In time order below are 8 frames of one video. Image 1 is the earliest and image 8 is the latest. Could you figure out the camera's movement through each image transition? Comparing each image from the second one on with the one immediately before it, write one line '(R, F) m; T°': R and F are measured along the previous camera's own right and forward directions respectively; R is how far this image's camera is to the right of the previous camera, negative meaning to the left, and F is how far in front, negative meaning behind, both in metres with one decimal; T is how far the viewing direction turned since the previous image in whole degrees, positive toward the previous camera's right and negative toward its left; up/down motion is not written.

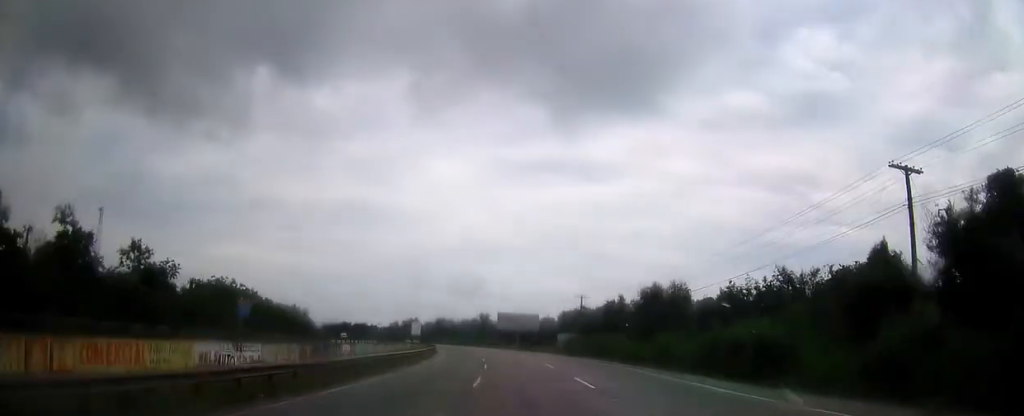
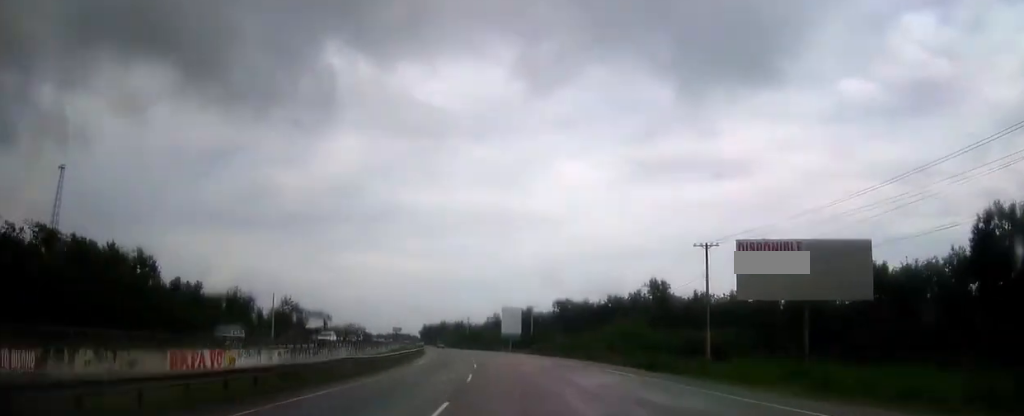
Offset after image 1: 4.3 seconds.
(-11.3, +125.4) m; -12°
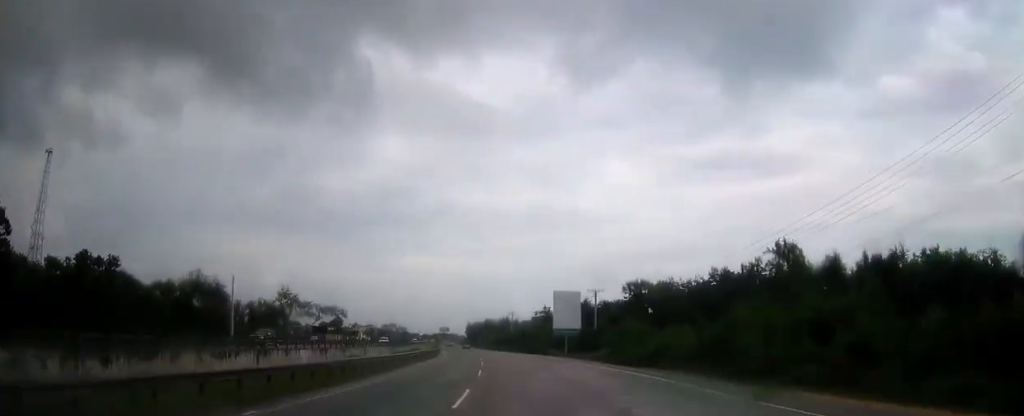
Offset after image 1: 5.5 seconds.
(-1.4, +34.6) m; -4°
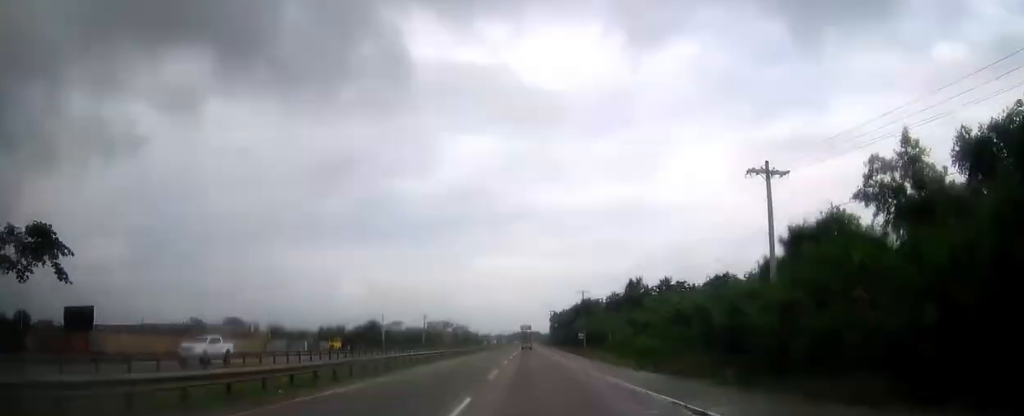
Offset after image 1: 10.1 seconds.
(-12.8, +132.9) m; -8°
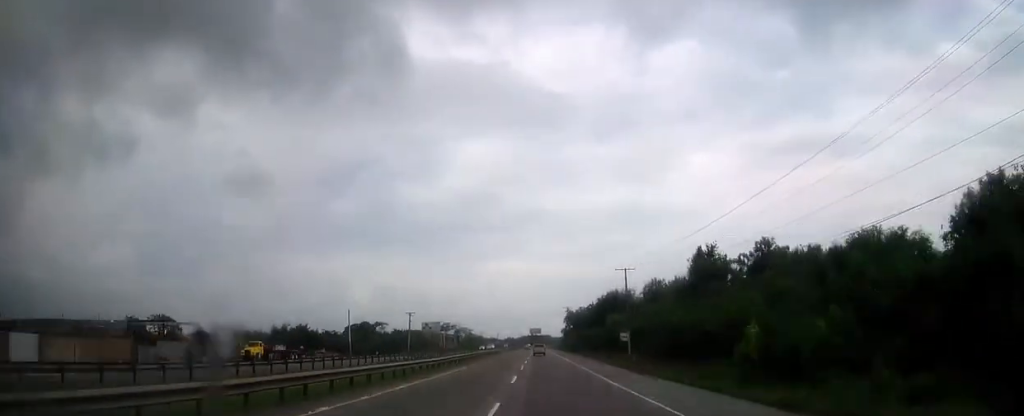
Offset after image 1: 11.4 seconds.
(-0.3, +37.8) m; -1°
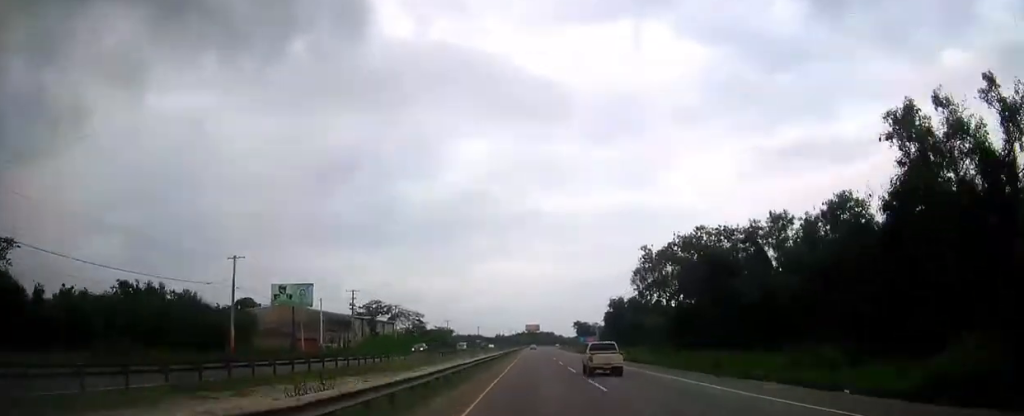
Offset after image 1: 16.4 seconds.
(-0.7, +147.5) m; +1°
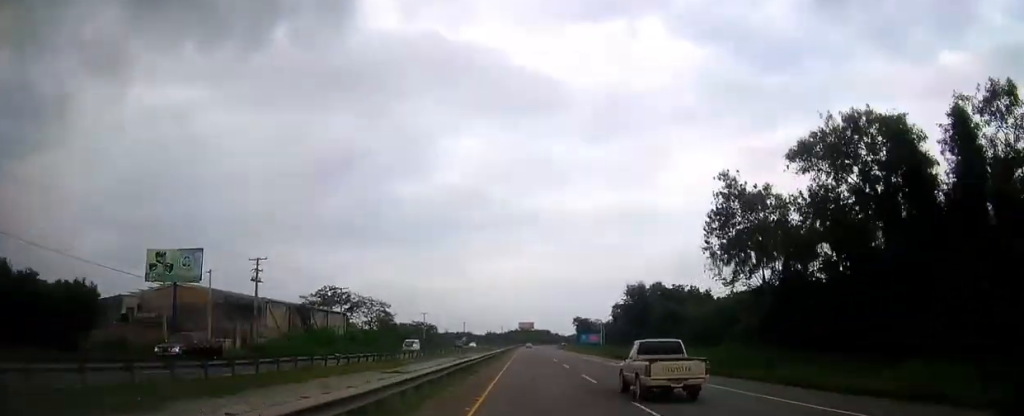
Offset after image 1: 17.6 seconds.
(+0.2, +35.9) m; 0°
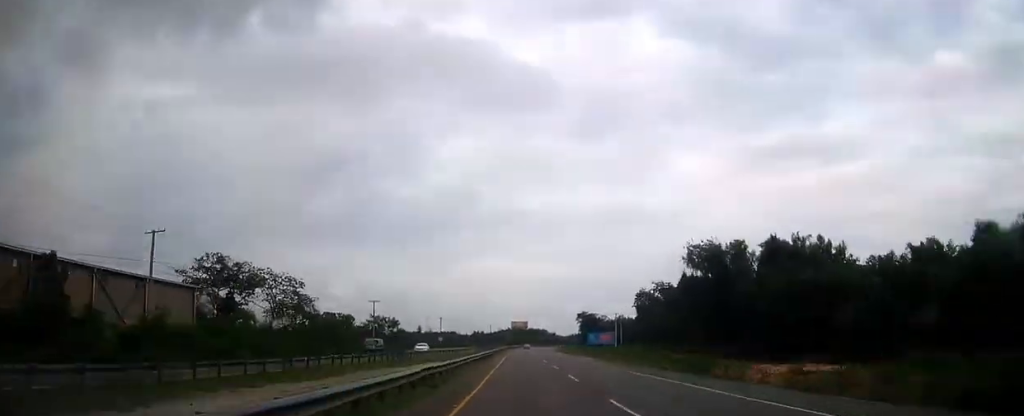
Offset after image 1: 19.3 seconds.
(+0.2, +50.7) m; +1°
